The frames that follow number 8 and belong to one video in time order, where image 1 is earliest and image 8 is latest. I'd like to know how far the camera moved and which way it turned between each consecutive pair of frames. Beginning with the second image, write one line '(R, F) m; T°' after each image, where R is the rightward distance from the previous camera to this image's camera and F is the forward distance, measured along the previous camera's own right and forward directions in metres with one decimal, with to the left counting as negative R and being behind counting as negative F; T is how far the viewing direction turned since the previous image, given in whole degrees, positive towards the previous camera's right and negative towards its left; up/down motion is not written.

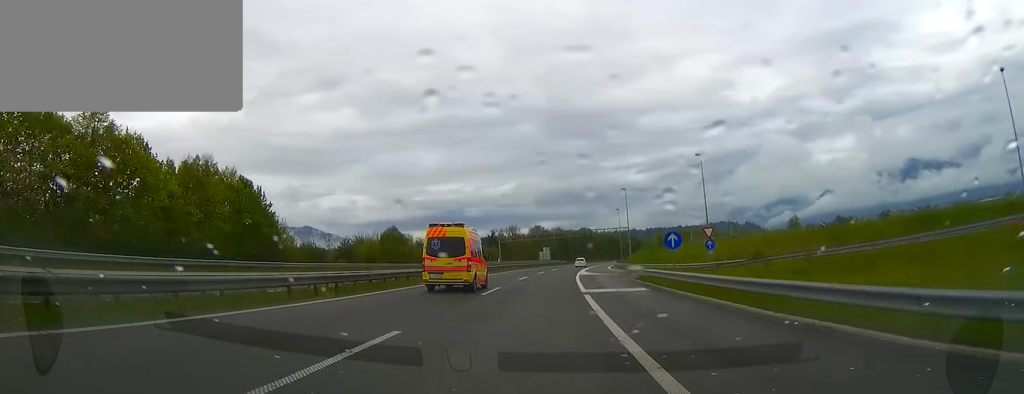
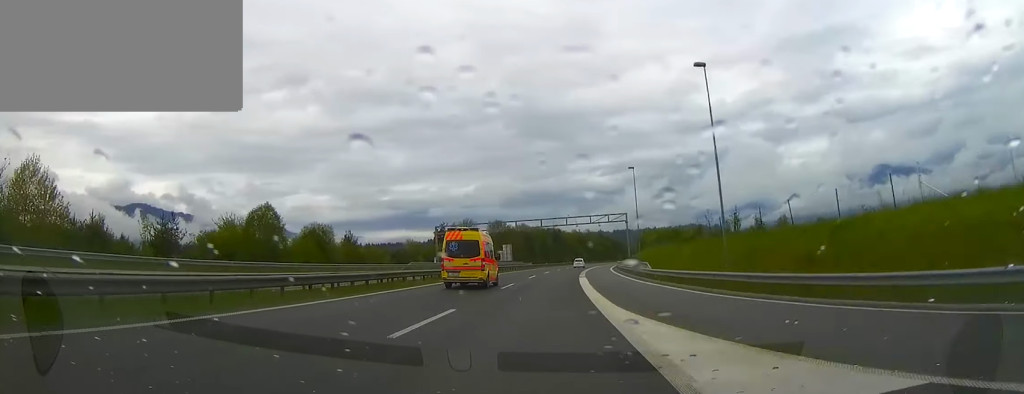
(+1.5, +48.0) m; +4°
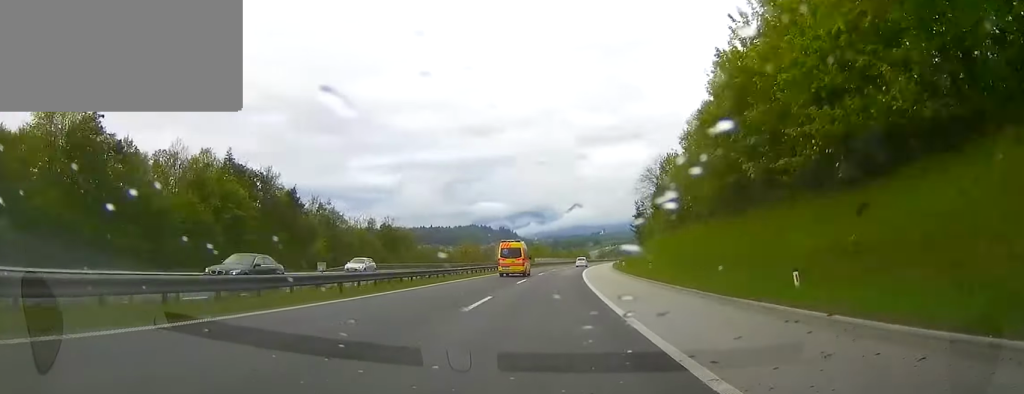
(+55.0, +288.4) m; +22°
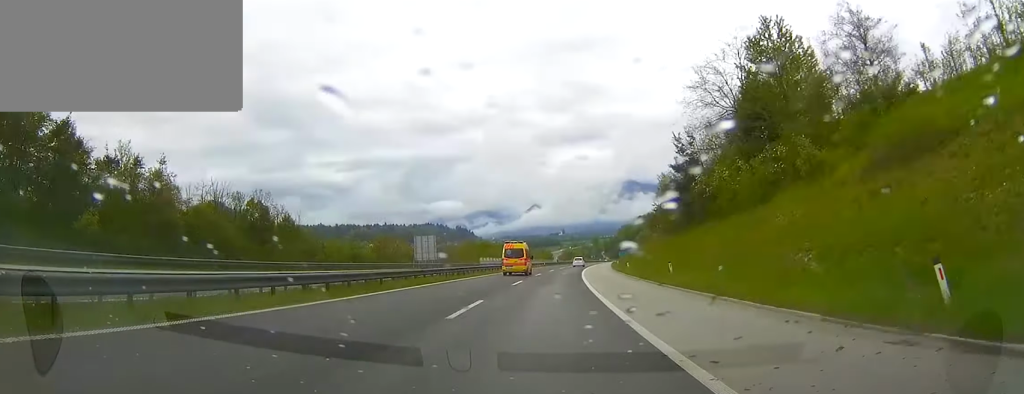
(+1.3, +54.6) m; +4°
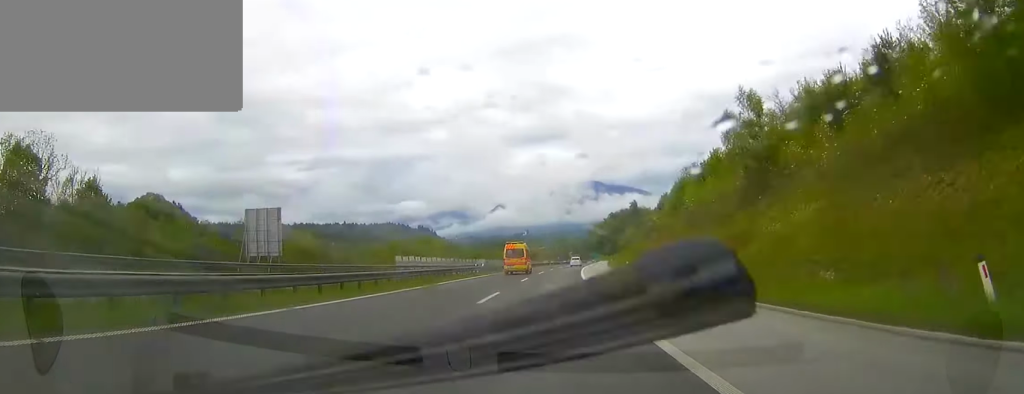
(+2.1, +48.1) m; +3°
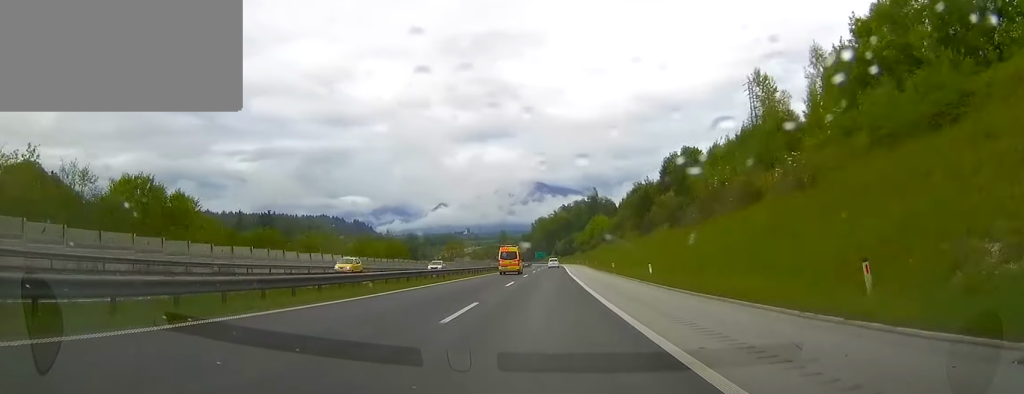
(+4.3, +93.2) m; +4°
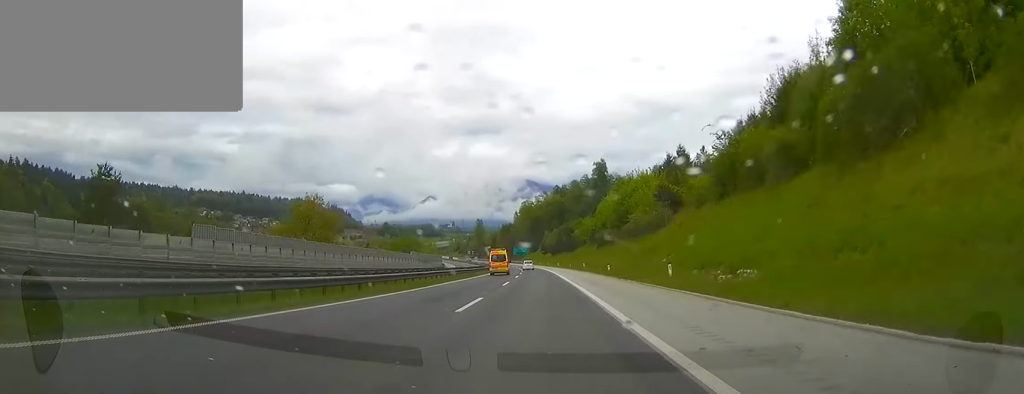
(+2.2, +102.9) m; 0°
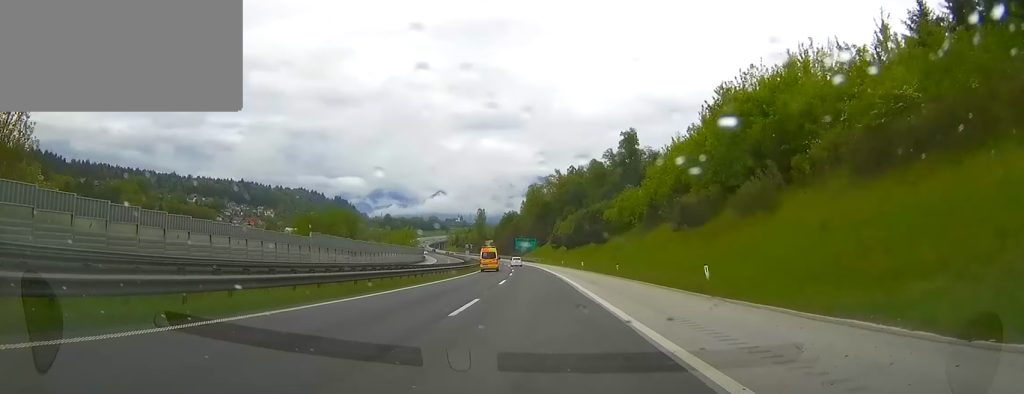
(+0.9, +54.7) m; -1°
